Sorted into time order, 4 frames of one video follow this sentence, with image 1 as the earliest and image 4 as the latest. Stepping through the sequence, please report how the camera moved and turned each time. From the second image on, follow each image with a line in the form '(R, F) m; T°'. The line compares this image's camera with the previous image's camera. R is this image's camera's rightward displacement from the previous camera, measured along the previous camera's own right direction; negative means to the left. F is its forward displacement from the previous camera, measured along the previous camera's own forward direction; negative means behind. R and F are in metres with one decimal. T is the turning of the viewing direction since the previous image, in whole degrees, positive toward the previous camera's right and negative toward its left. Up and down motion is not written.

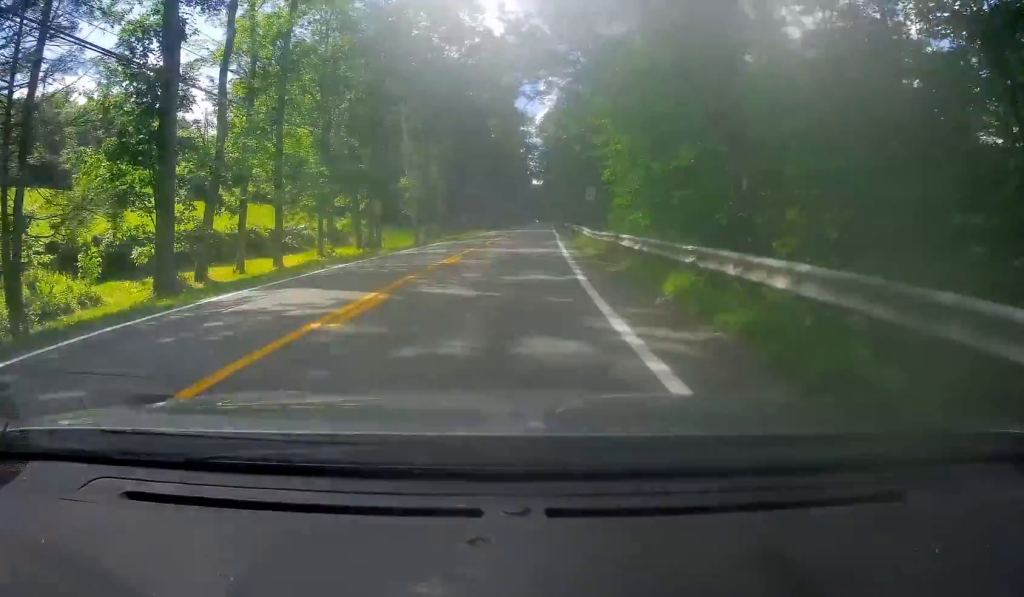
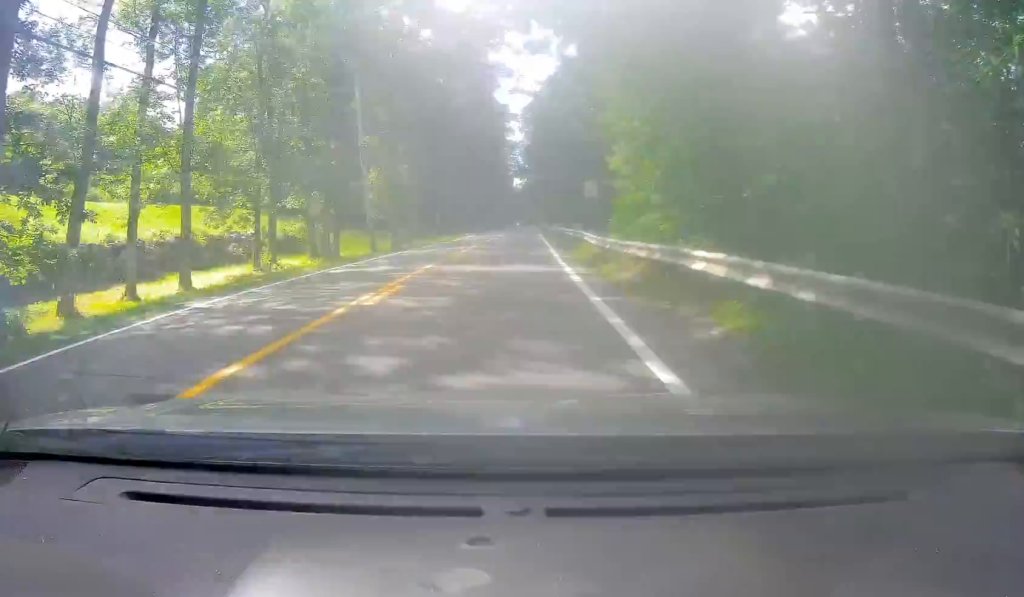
(+0.2, +9.6) m; +1°
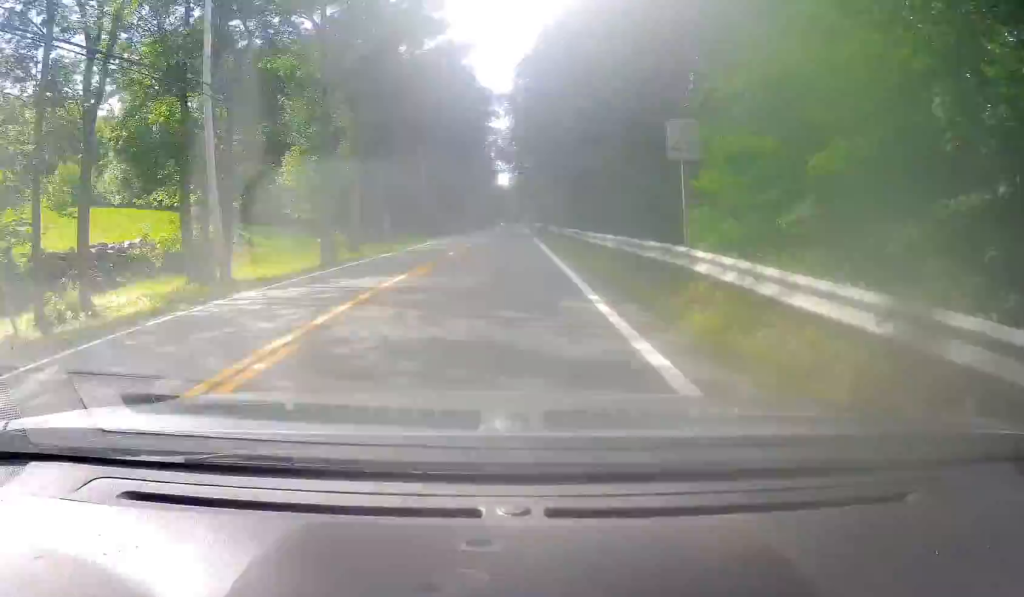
(+0.3, +17.8) m; +2°
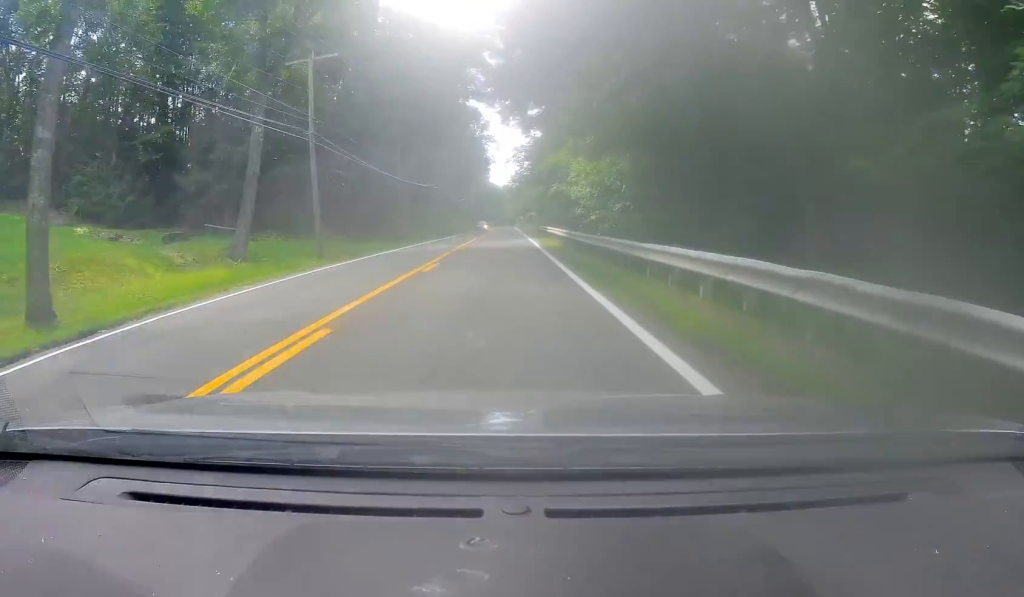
(+1.3, +35.1) m; +3°
